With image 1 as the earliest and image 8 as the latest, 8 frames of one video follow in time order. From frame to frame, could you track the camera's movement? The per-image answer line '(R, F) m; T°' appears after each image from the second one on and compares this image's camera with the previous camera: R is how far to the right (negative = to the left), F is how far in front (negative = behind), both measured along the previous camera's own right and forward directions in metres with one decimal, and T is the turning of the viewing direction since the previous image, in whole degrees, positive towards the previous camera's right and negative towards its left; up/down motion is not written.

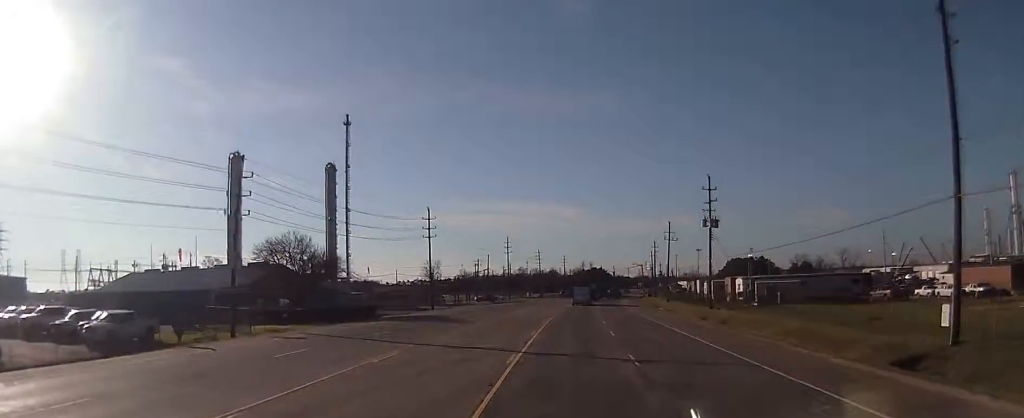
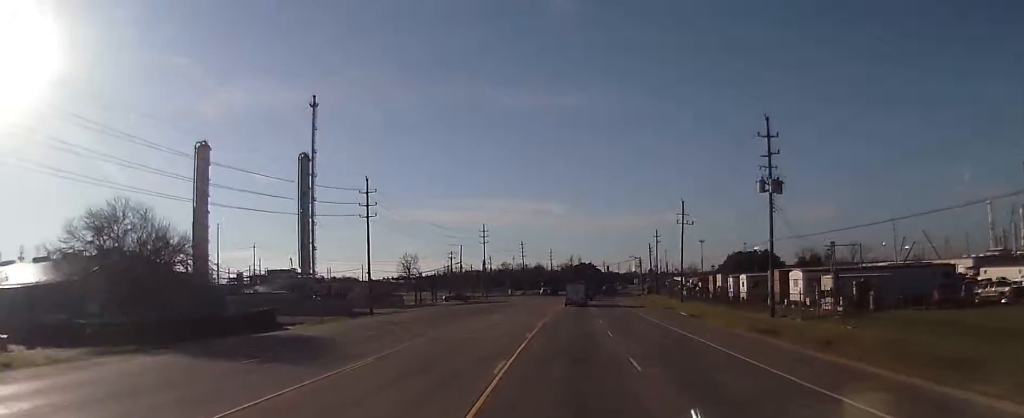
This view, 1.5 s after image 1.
(+0.6, +26.5) m; +3°
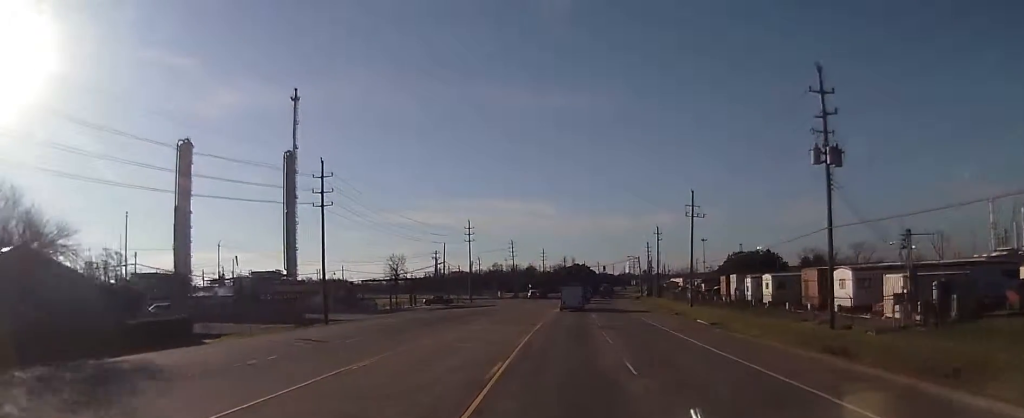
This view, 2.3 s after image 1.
(+0.1, +12.6) m; -1°
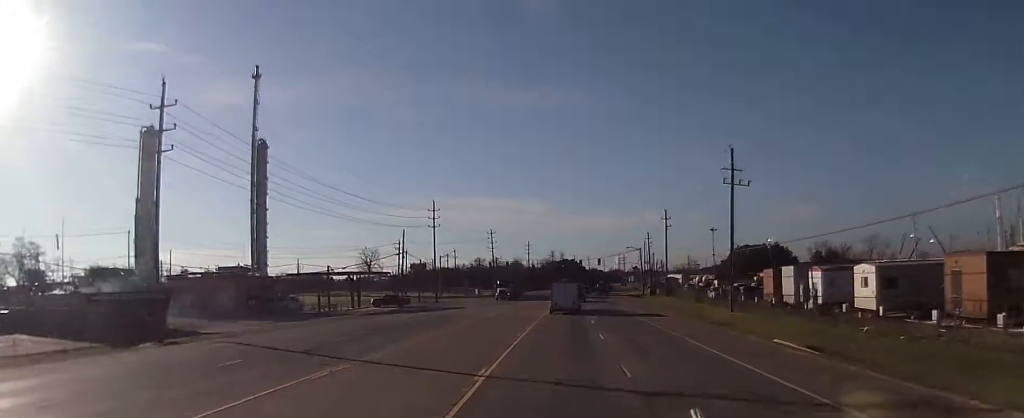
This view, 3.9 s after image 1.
(-0.5, +25.8) m; 0°
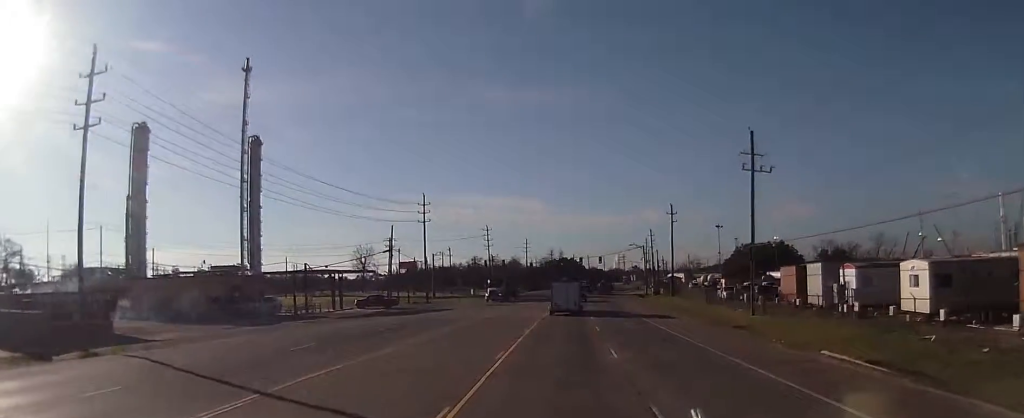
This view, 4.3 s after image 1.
(+0.2, +6.9) m; +1°
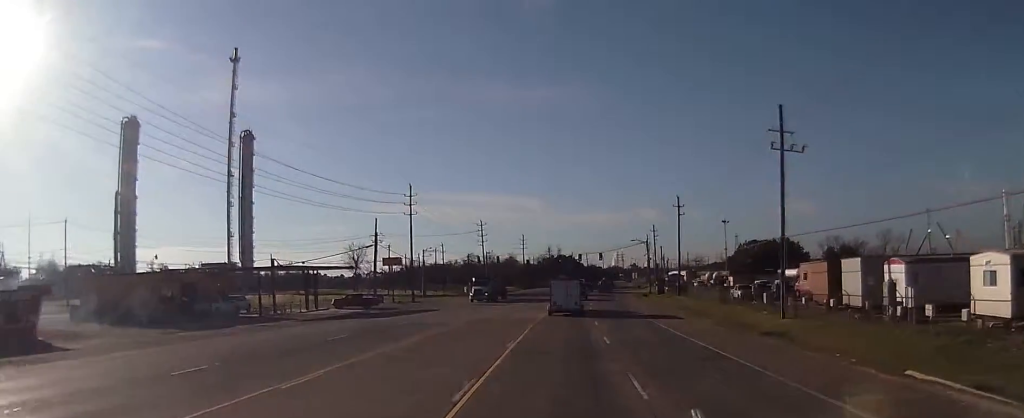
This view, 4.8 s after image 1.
(+0.1, +8.0) m; +1°
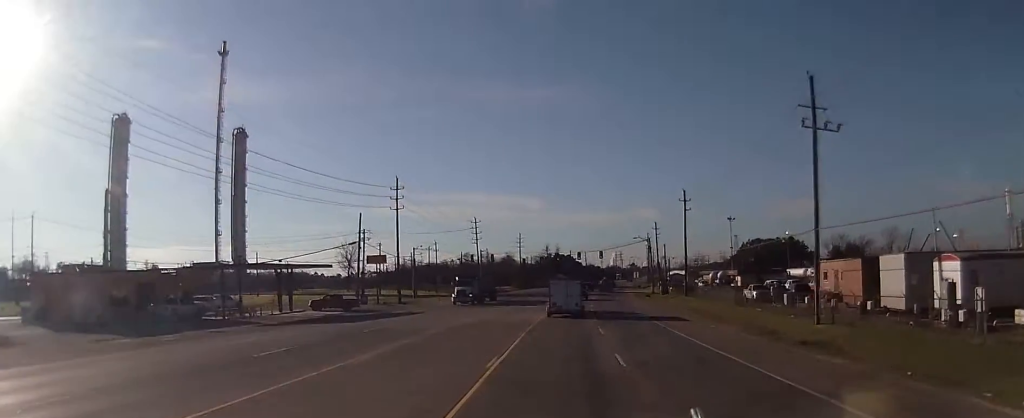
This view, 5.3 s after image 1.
(0.0, +6.8) m; 0°
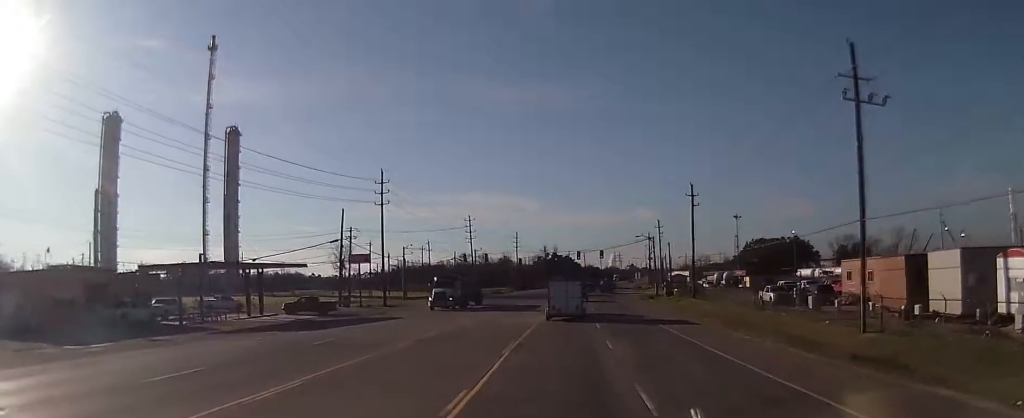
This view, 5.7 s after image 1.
(0.0, +6.8) m; 0°
